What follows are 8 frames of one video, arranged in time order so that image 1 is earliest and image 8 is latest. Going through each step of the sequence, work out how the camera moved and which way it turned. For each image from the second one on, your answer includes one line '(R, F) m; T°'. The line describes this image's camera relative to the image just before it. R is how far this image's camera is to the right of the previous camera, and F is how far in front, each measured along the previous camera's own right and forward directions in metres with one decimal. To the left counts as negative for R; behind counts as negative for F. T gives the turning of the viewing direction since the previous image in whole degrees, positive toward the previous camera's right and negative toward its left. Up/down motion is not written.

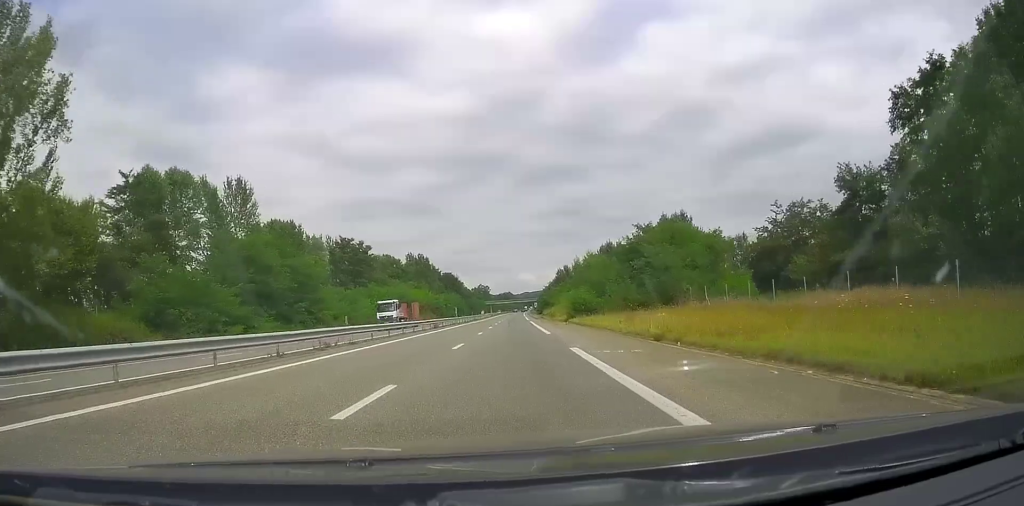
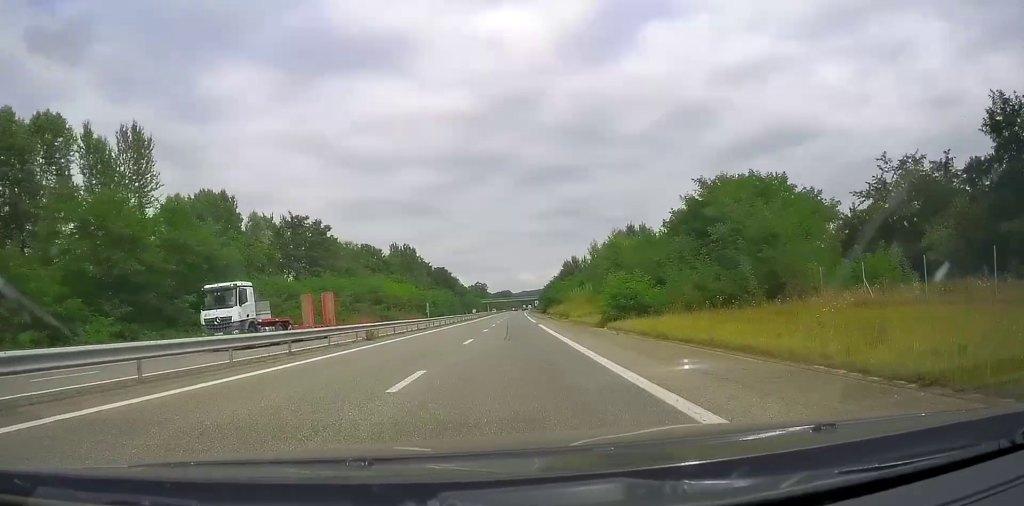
(0.0, +23.9) m; 0°
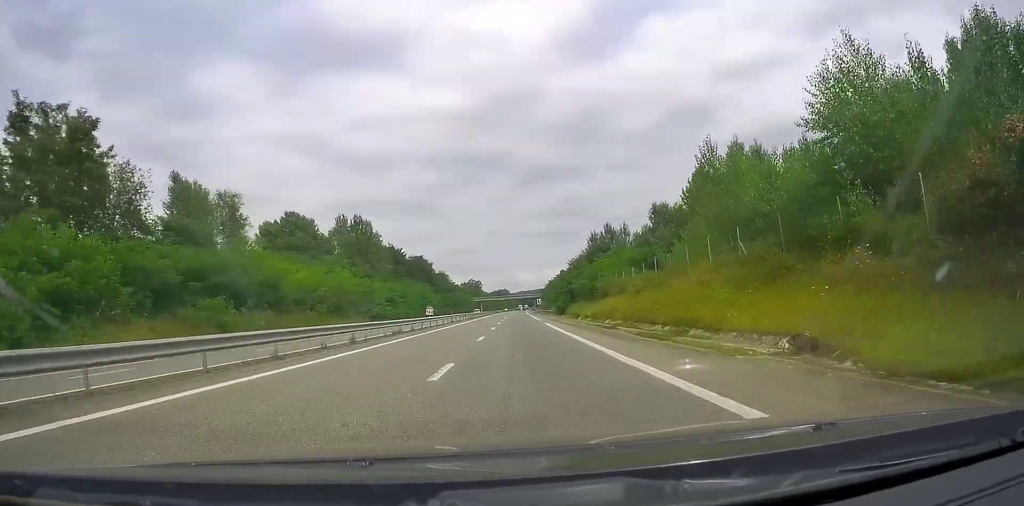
(+0.5, +51.0) m; 0°
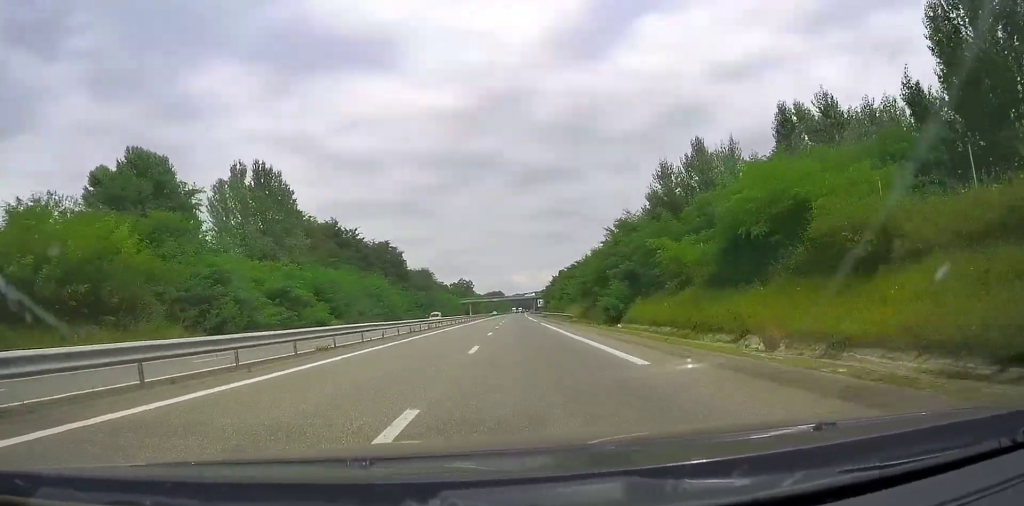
(-1.0, +45.1) m; 0°
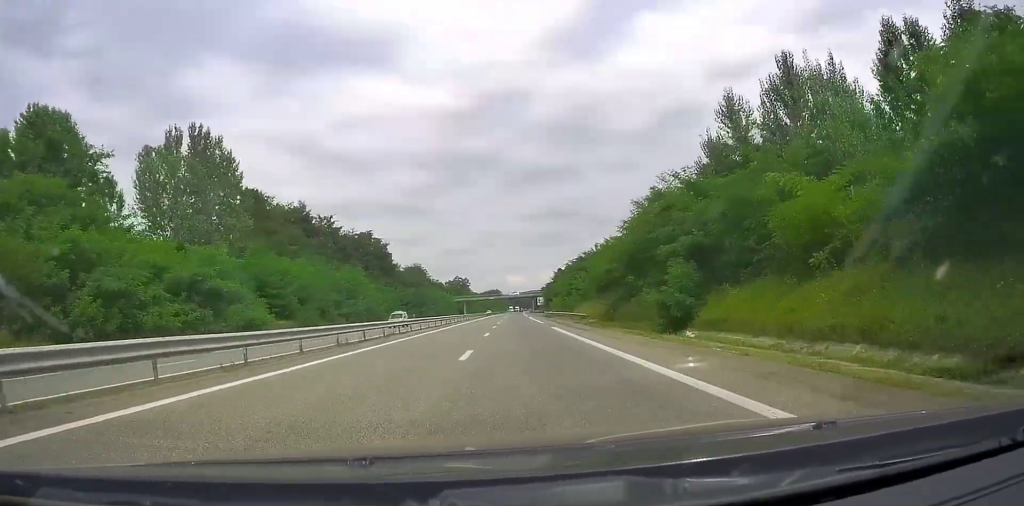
(+0.4, +15.5) m; 0°
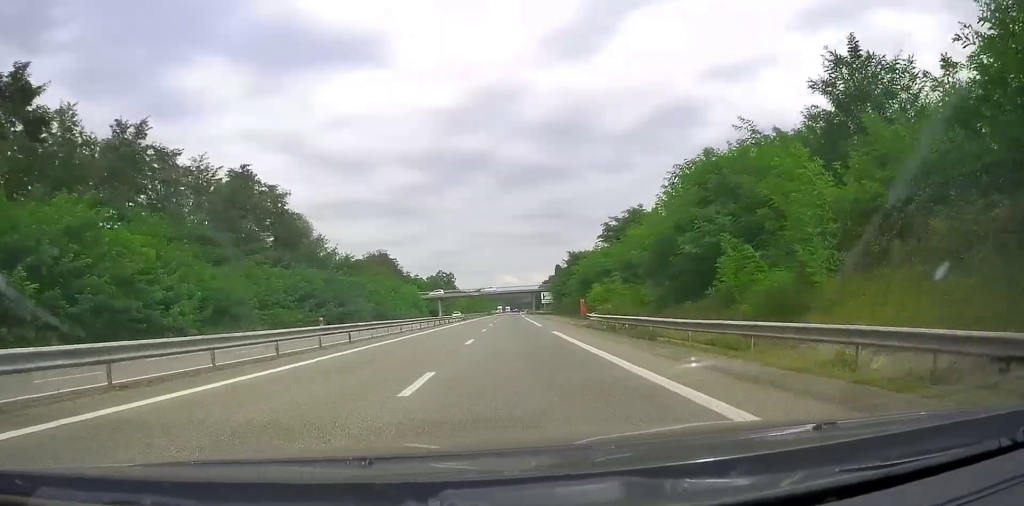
(+0.2, +57.0) m; +1°
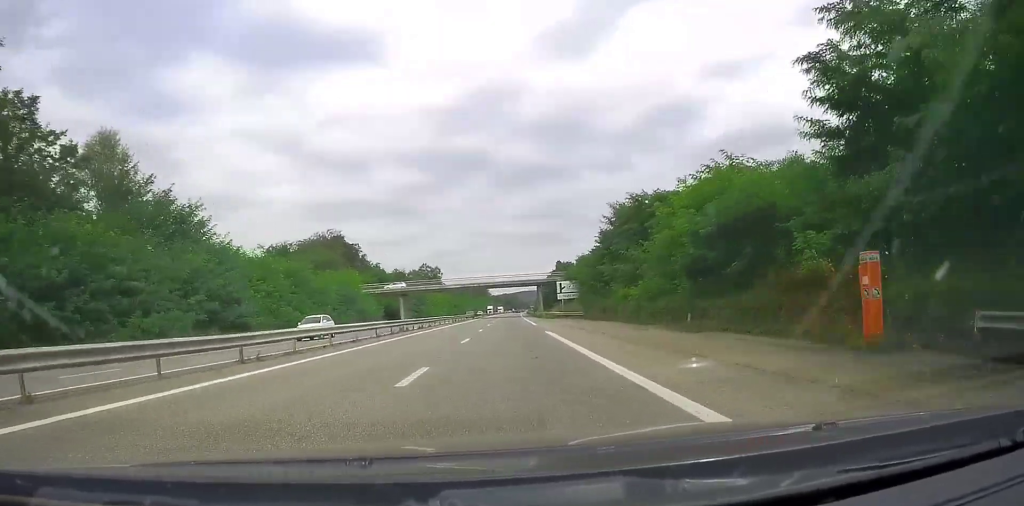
(+1.0, +49.9) m; 0°
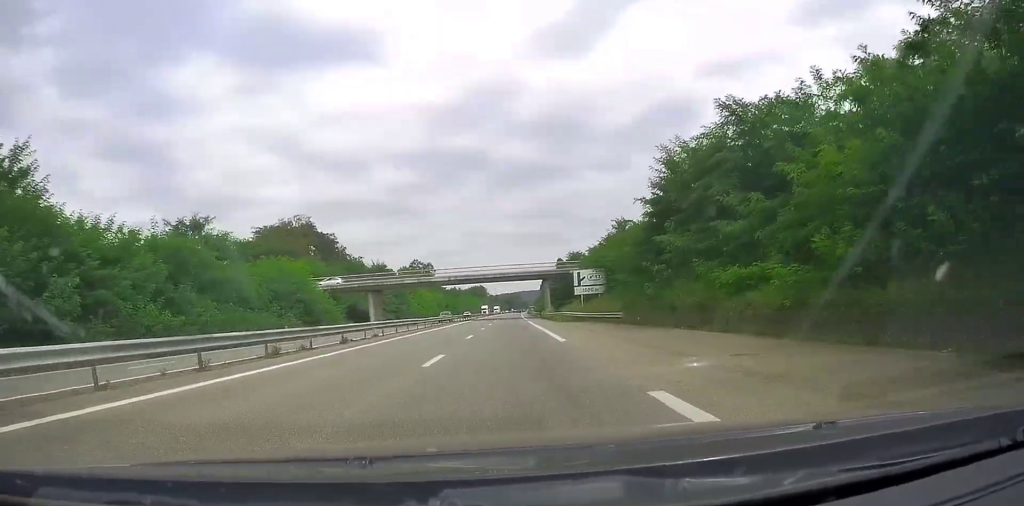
(-0.2, +22.0) m; 0°
